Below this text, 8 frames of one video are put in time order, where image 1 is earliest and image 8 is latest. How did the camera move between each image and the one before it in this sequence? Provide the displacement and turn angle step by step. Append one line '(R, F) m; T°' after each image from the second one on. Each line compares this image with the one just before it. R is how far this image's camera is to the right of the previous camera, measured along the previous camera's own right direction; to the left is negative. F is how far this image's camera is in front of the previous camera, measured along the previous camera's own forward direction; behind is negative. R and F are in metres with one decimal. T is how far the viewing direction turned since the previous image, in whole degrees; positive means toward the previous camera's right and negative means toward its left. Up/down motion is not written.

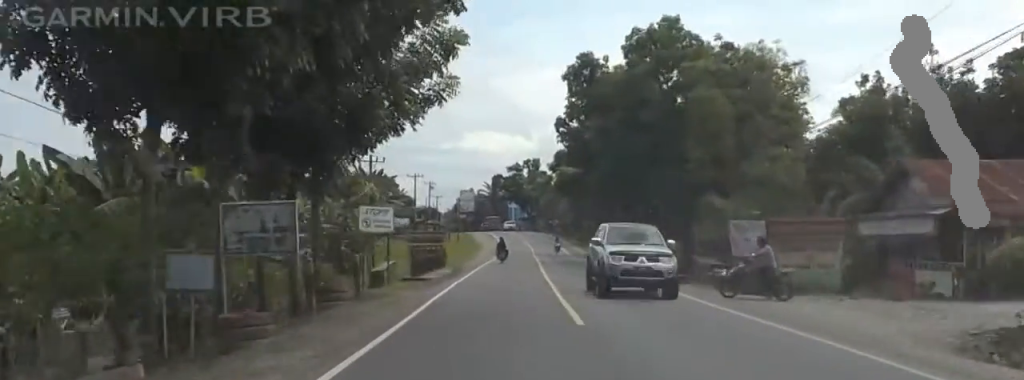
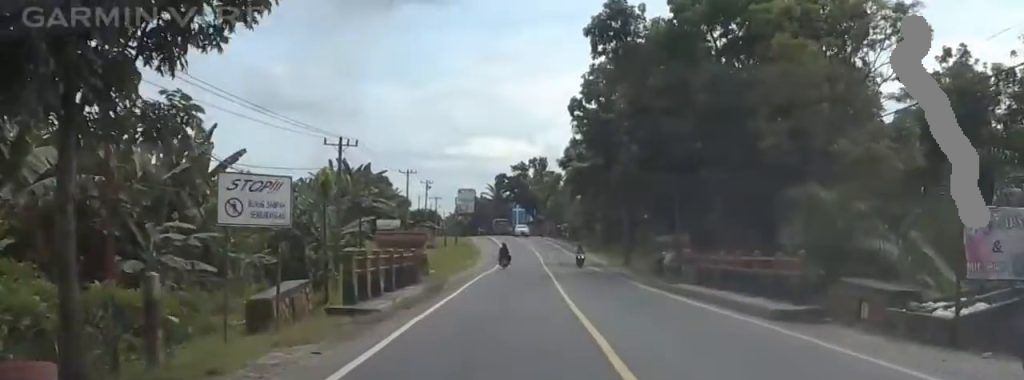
(0.0, +13.2) m; 0°
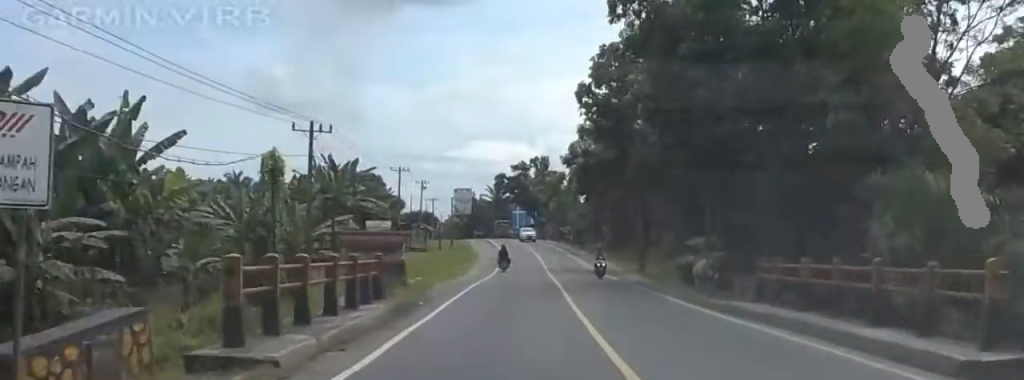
(0.0, +7.5) m; 0°
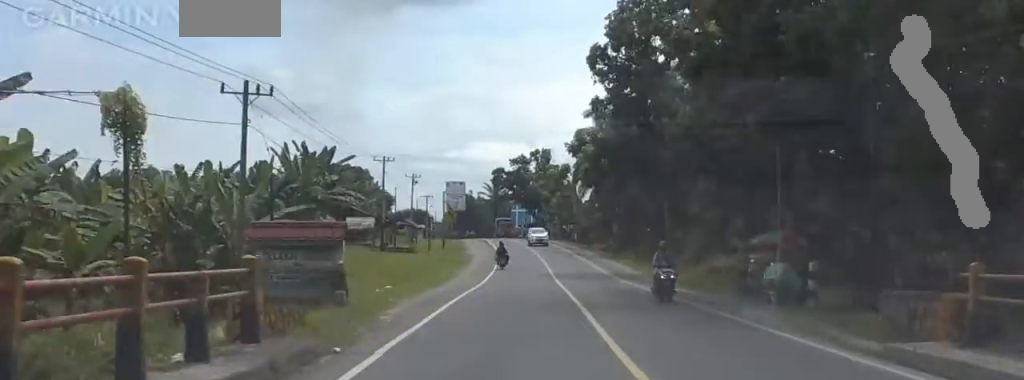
(0.0, +10.7) m; +4°
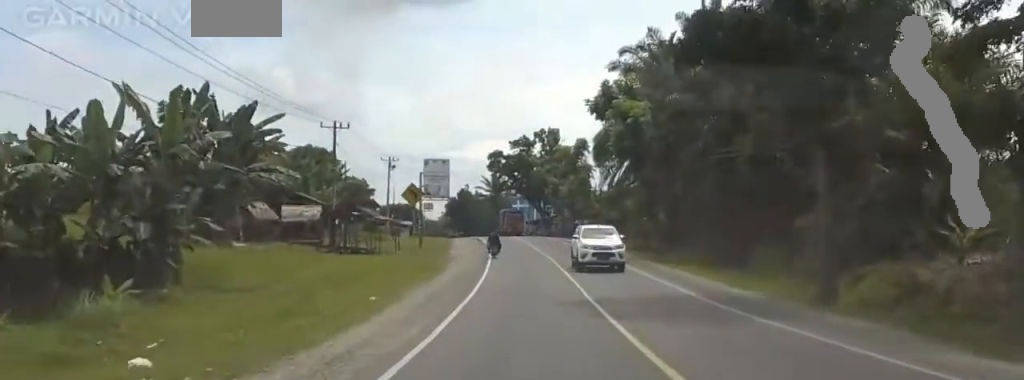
(+1.4, +23.6) m; 0°
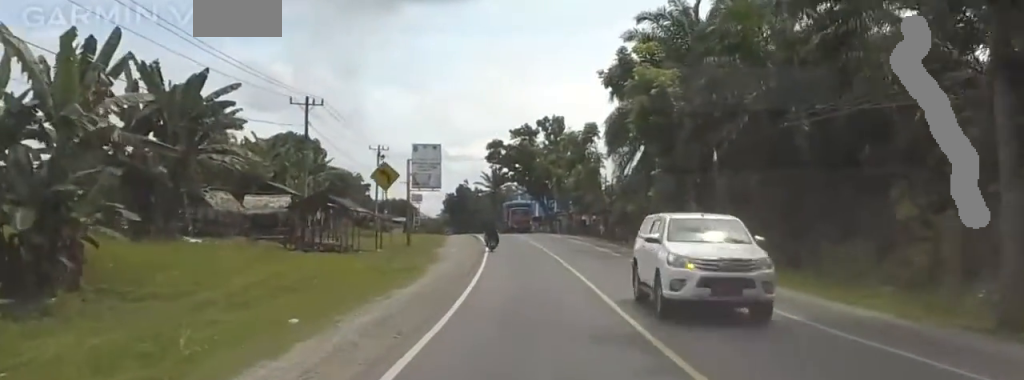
(-0.6, +8.7) m; -3°
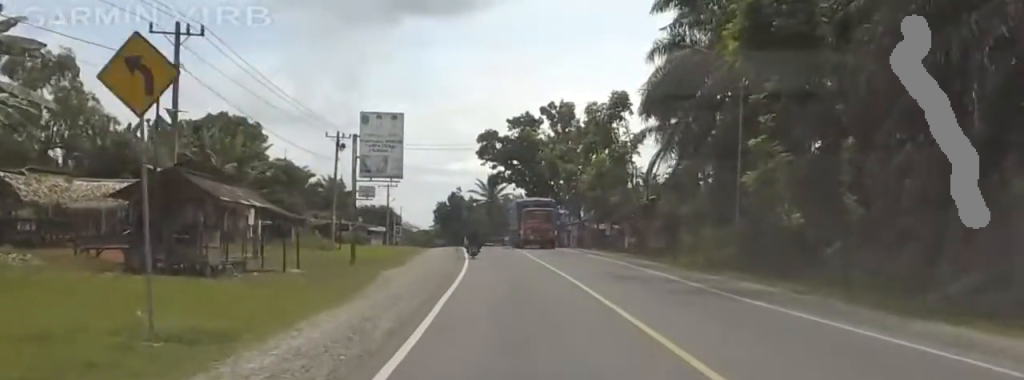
(-0.4, +20.6) m; -1°
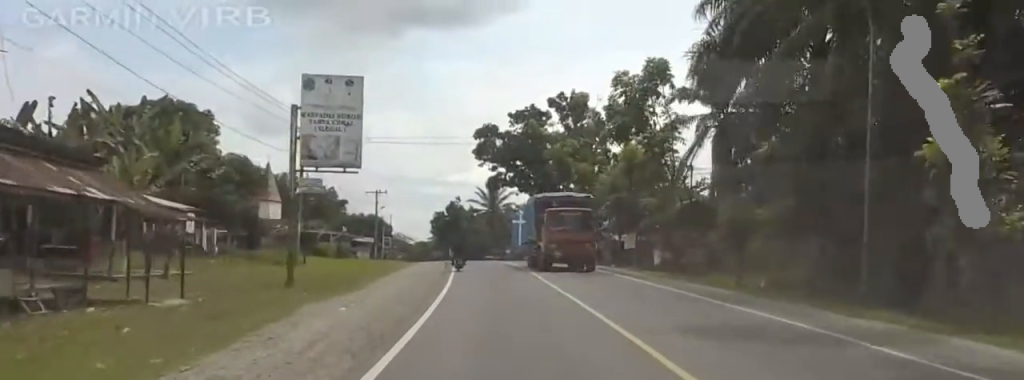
(0.0, +12.4) m; 0°
